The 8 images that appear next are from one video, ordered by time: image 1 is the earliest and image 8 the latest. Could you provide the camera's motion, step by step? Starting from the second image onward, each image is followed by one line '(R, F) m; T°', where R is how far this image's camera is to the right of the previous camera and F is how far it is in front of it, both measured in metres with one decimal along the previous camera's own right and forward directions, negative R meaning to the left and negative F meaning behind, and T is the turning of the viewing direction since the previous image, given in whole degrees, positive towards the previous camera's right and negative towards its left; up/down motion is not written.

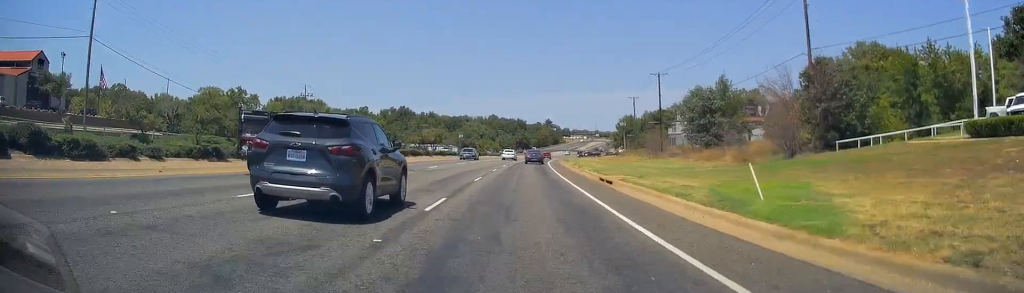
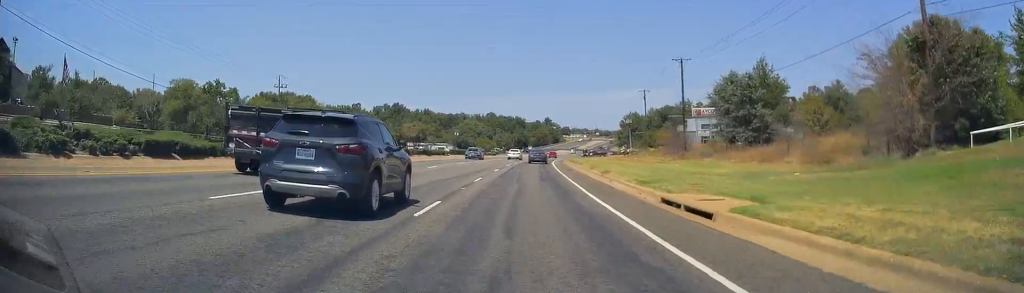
(0.0, +13.4) m; +1°
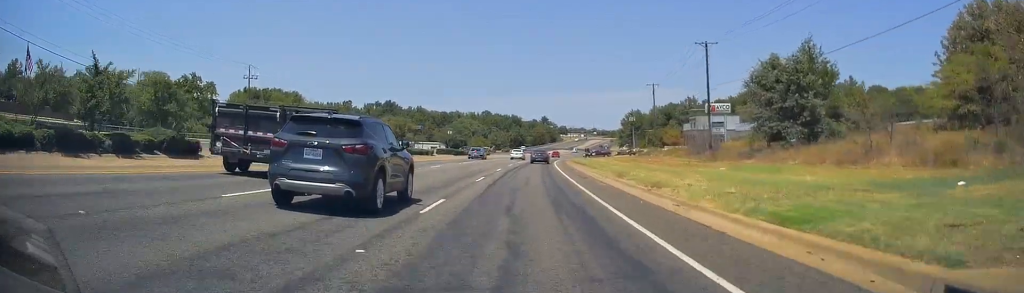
(+0.3, +11.2) m; 0°
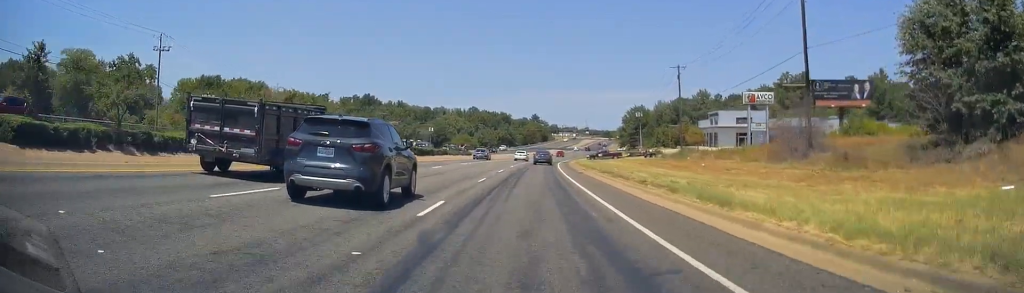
(-0.2, +24.8) m; 0°
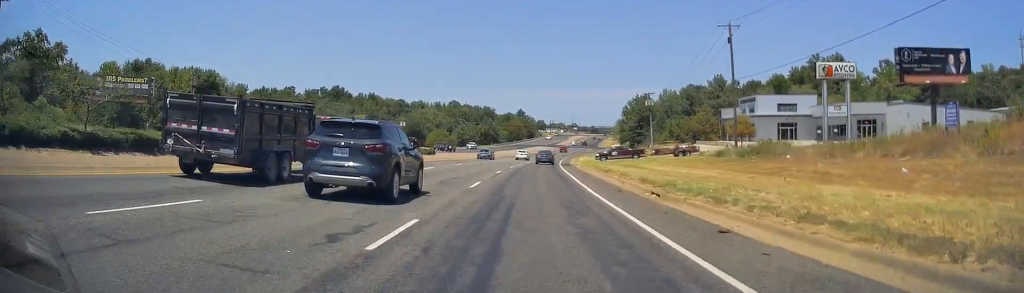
(+0.3, +27.9) m; +1°
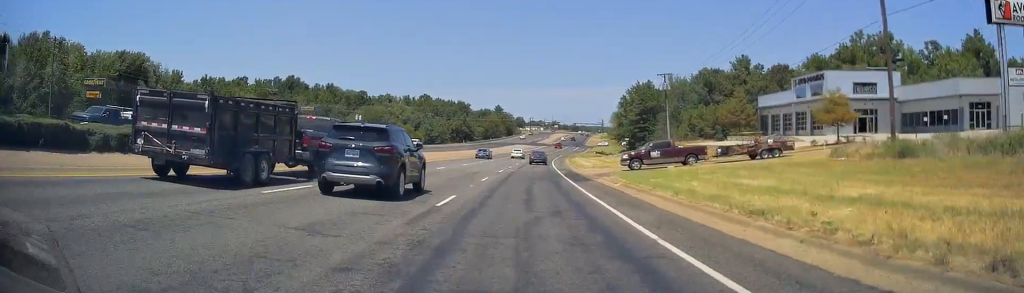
(+0.2, +30.0) m; +2°
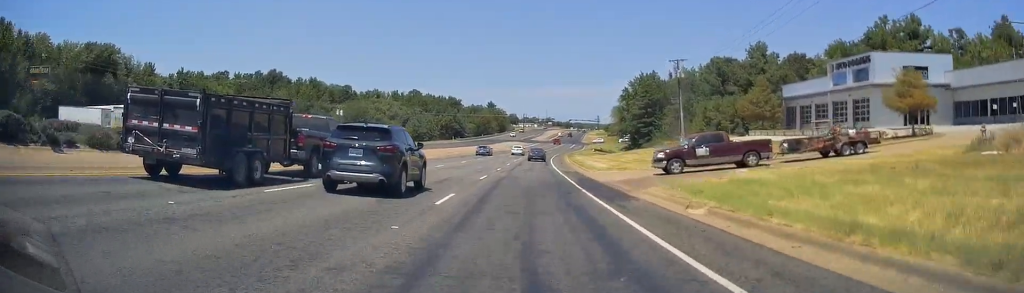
(+0.4, +12.0) m; +1°
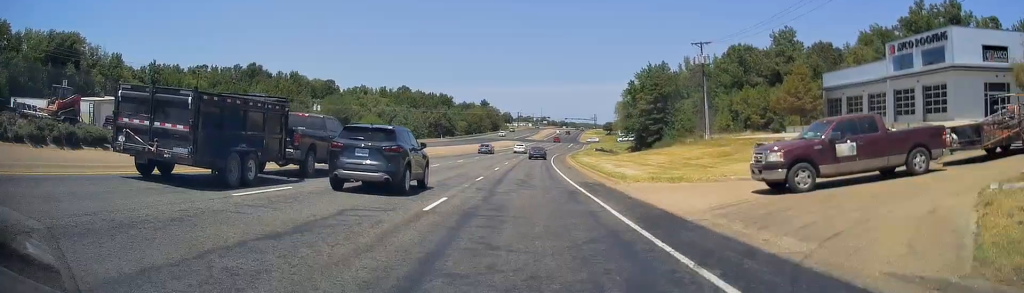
(+0.2, +13.6) m; +1°
